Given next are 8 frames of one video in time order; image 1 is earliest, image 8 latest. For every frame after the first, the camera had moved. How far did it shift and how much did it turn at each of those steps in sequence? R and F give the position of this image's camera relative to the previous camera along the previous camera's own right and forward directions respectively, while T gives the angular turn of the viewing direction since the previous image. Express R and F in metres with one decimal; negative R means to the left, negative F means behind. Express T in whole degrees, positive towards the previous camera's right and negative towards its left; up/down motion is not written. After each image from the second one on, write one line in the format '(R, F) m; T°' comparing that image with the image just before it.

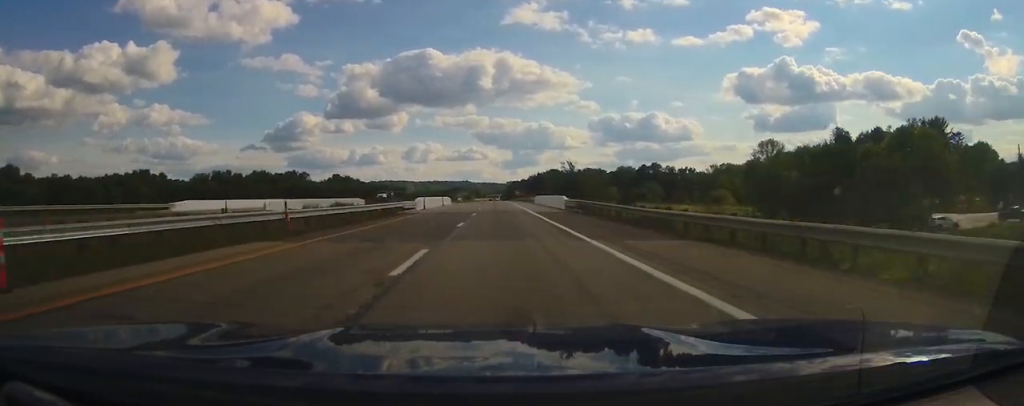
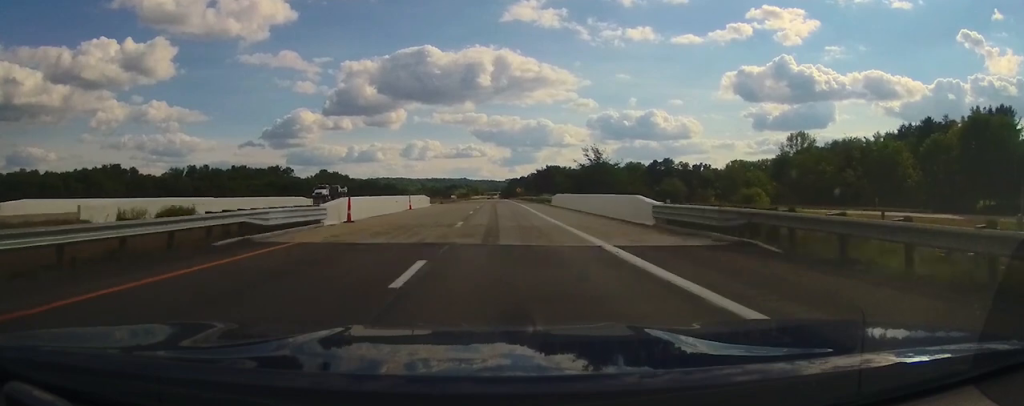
(0.0, +26.1) m; 0°
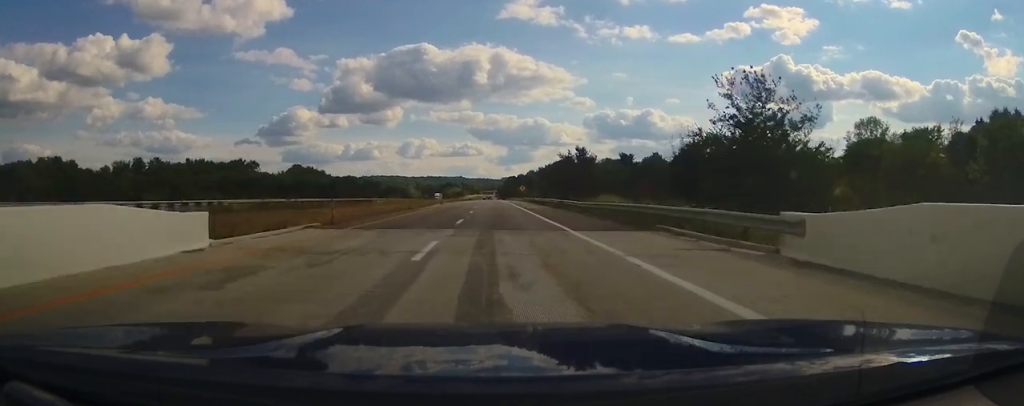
(-0.2, +46.4) m; 0°
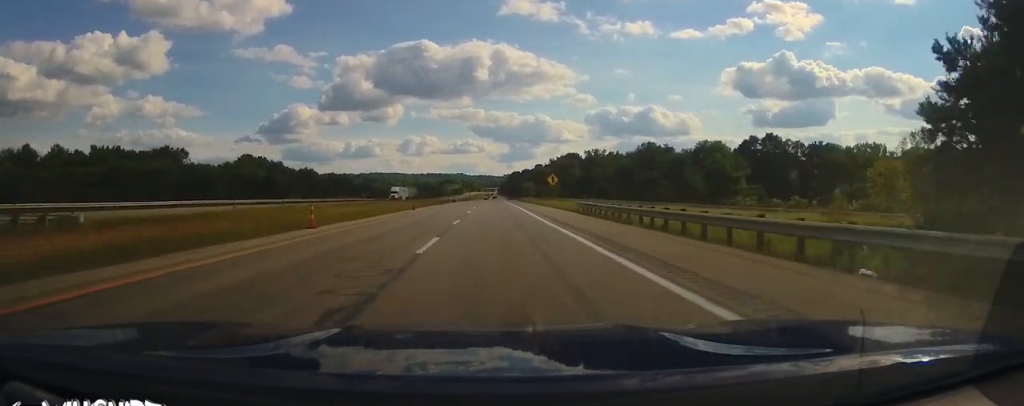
(+0.4, +73.3) m; +1°
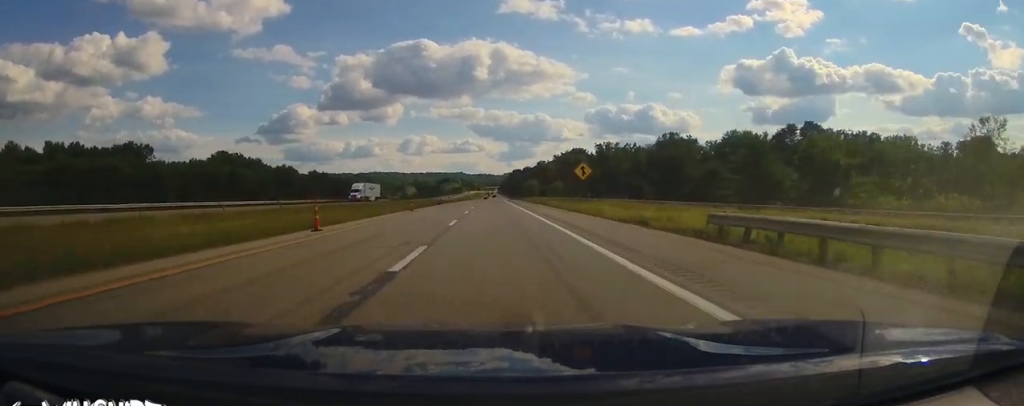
(+0.1, +25.7) m; 0°
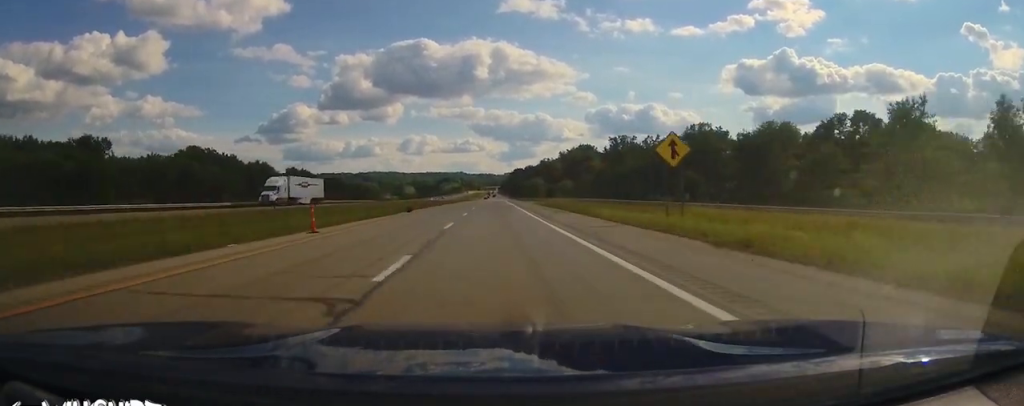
(-0.1, +25.6) m; 0°
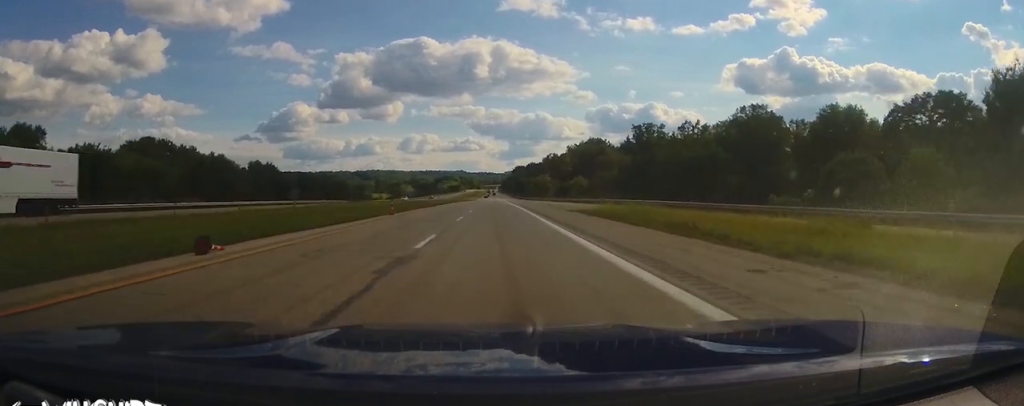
(-0.2, +32.3) m; 0°
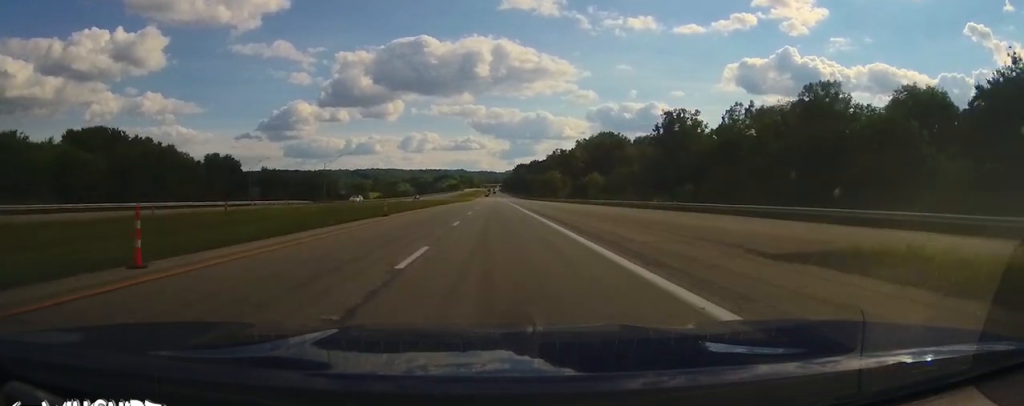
(0.0, +27.8) m; 0°
